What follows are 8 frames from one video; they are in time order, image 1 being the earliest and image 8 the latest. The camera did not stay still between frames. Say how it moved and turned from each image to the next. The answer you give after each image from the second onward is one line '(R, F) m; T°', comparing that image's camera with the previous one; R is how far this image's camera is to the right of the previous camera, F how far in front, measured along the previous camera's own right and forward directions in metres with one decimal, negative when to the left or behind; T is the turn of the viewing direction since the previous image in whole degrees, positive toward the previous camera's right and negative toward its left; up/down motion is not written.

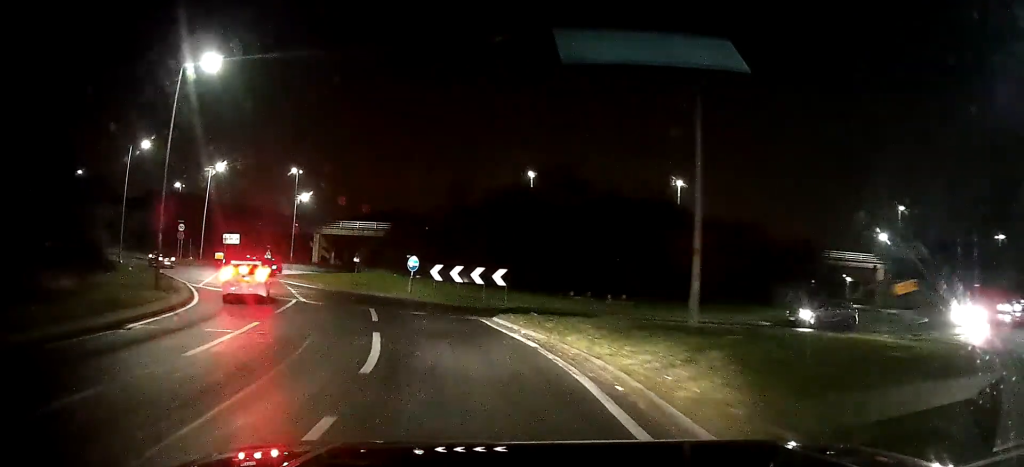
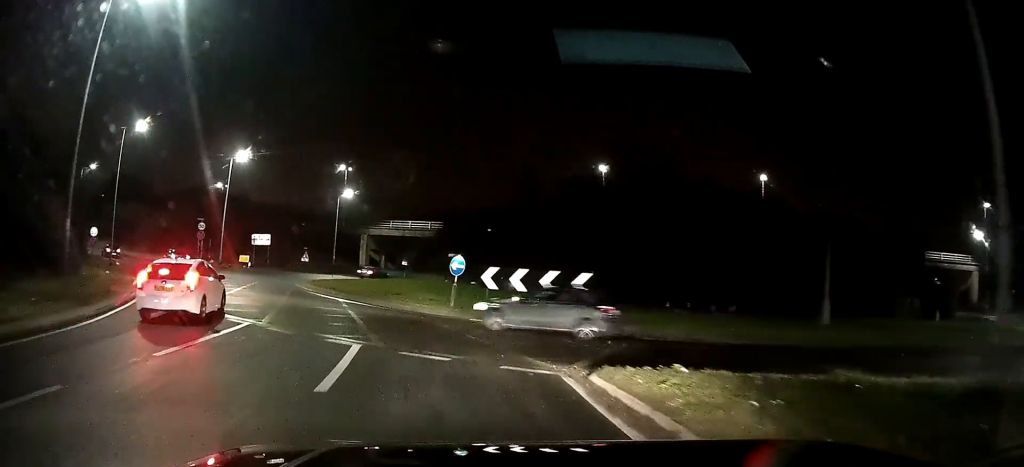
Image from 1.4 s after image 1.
(-0.7, +12.7) m; -12°
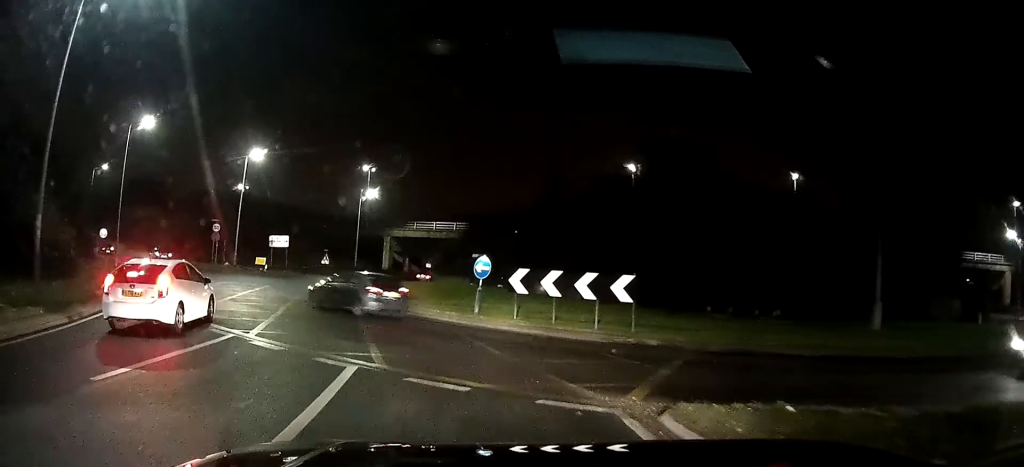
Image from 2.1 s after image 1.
(-0.5, +1.8) m; -14°
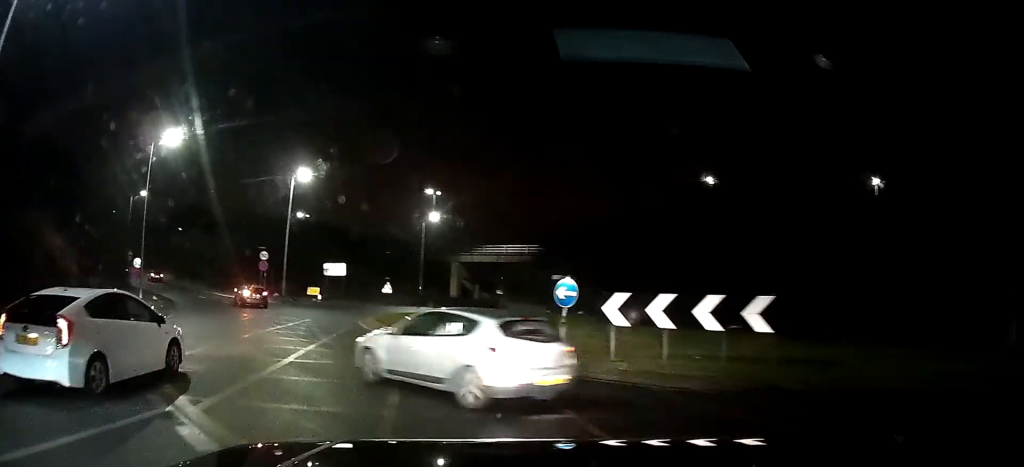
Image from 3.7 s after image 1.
(-0.8, +5.4) m; -9°
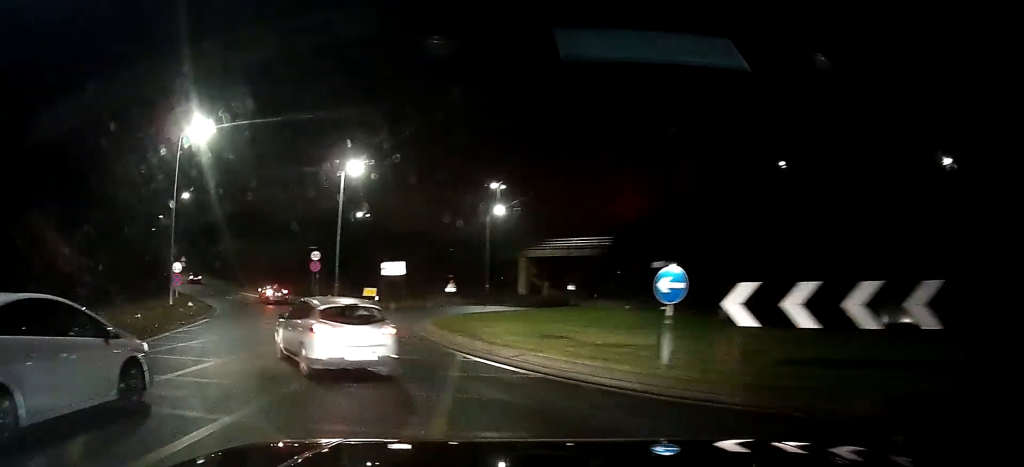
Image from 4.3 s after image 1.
(+0.1, +3.1) m; -2°
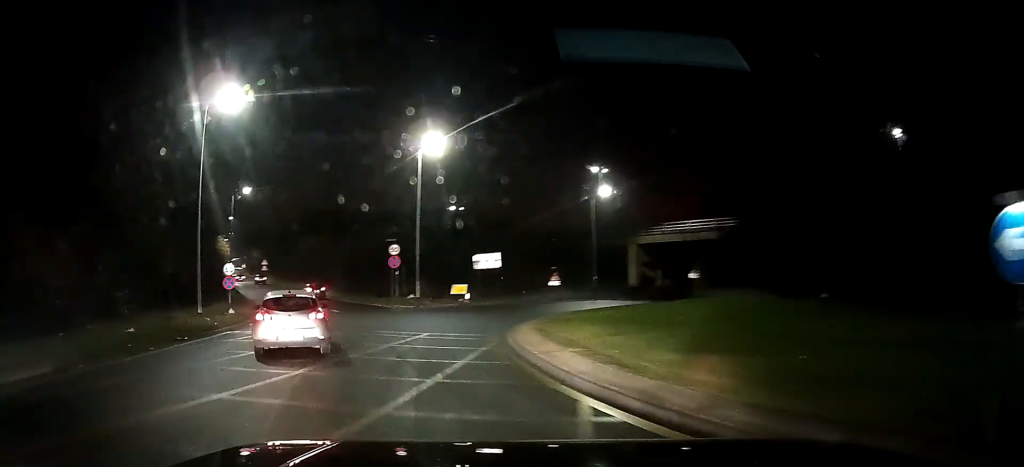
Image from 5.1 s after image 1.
(-0.2, +5.7) m; -2°
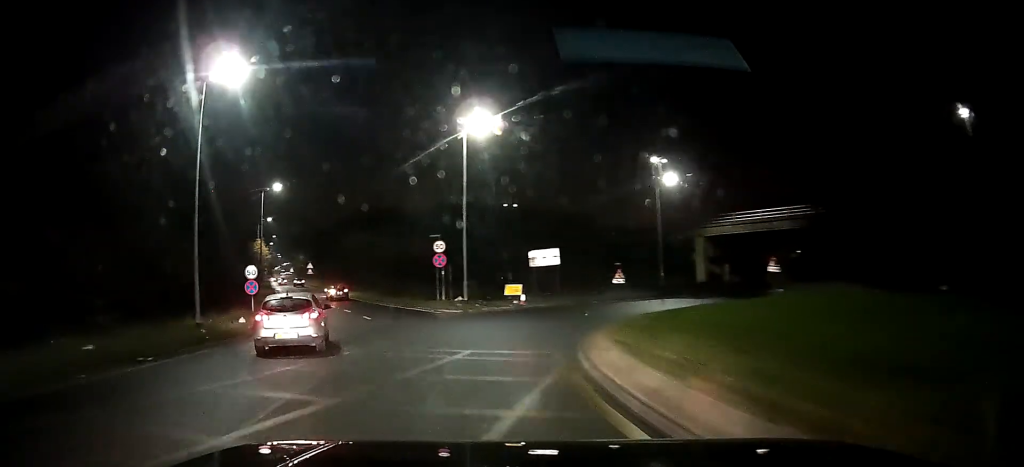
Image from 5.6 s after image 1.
(0.0, +3.7) m; +1°
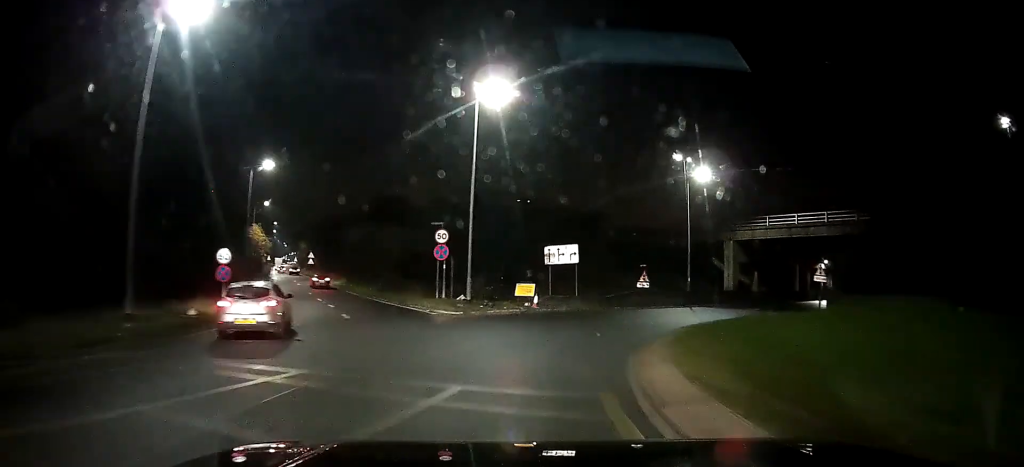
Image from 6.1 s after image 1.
(-0.1, +4.1) m; +4°
